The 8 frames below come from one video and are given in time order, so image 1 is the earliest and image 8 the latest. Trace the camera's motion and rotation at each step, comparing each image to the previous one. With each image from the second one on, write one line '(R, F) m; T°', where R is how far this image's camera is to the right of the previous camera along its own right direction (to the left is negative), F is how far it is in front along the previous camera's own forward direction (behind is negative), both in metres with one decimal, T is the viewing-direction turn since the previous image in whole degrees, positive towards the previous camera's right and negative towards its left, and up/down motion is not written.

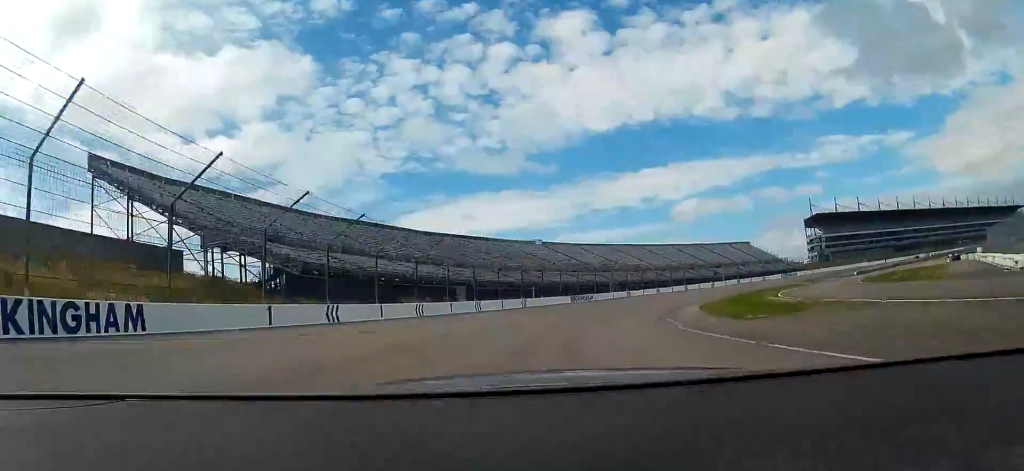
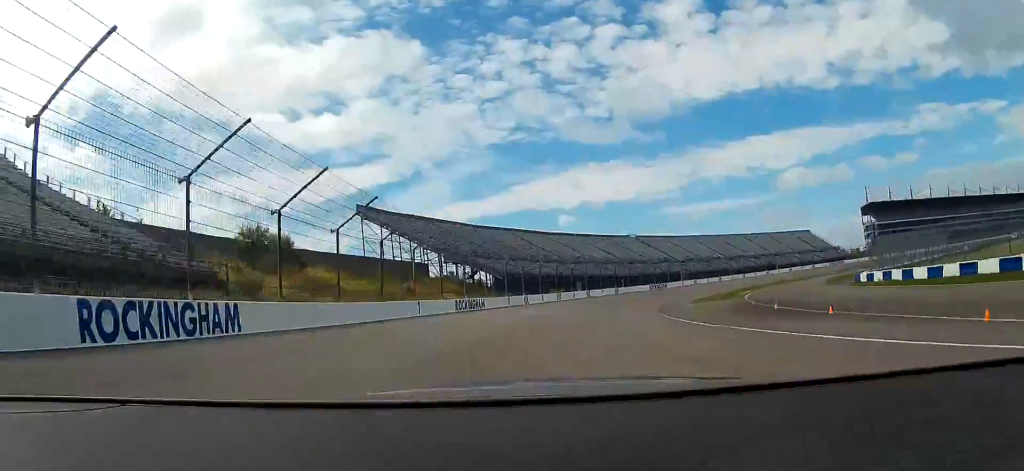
(-6.2, +48.2) m; -12°
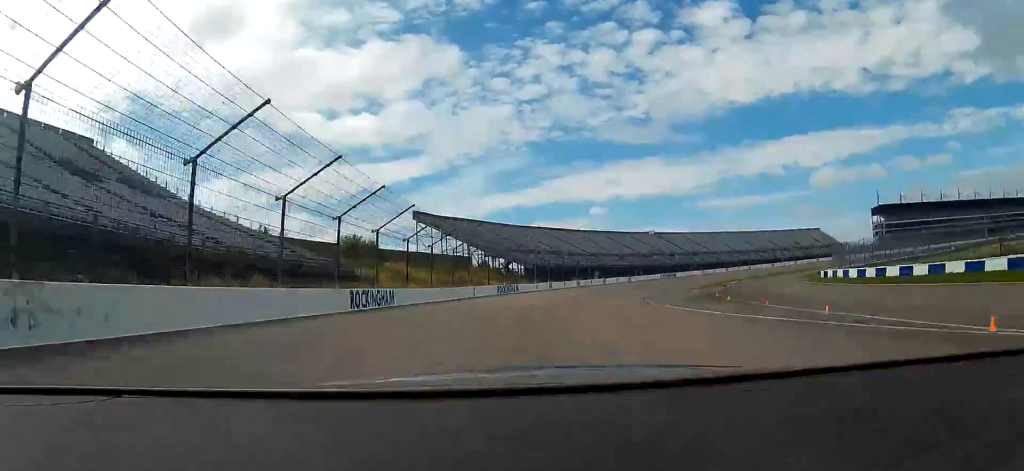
(-0.6, +20.1) m; -4°
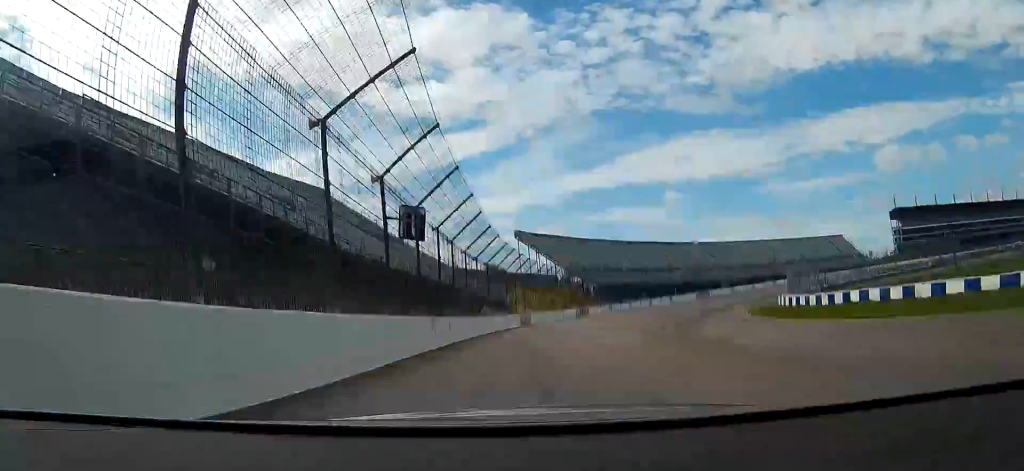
(-4.3, +60.2) m; -7°
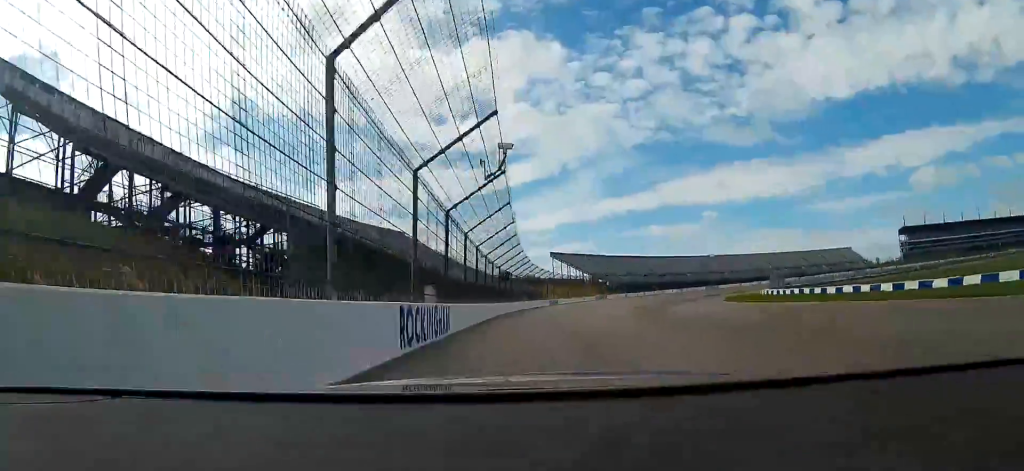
(-1.1, +32.4) m; -2°
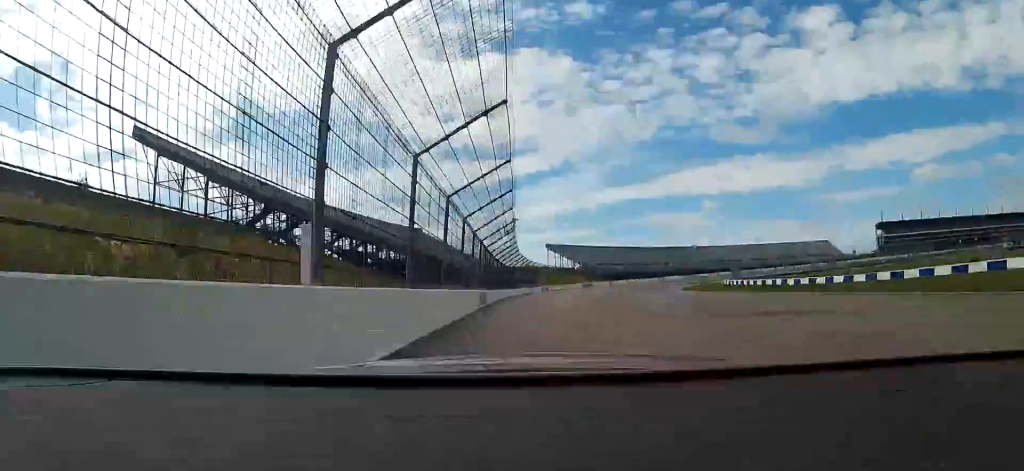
(-0.3, +28.8) m; -1°
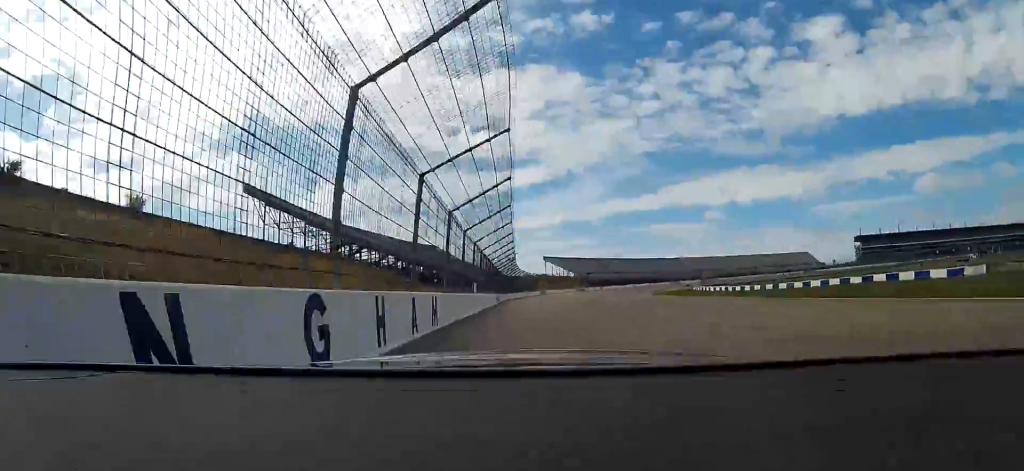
(-0.1, +31.5) m; -1°
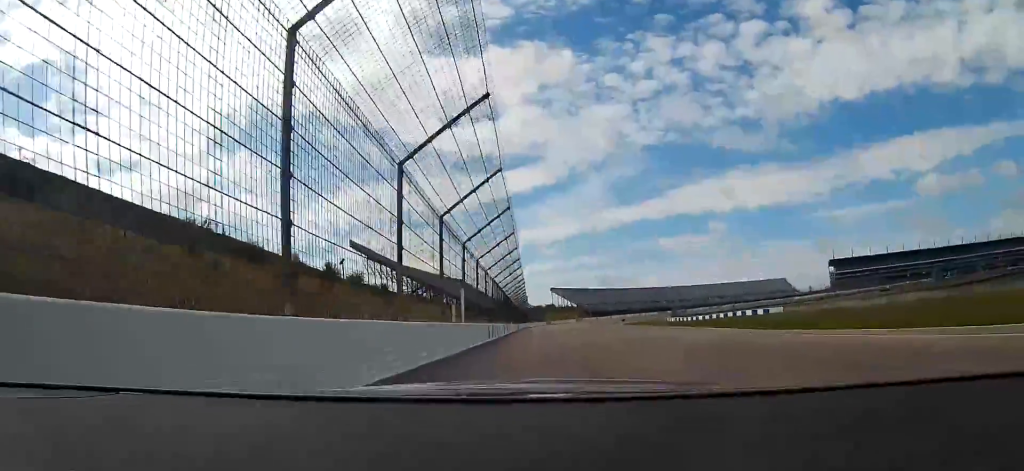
(-0.7, +58.5) m; -1°
